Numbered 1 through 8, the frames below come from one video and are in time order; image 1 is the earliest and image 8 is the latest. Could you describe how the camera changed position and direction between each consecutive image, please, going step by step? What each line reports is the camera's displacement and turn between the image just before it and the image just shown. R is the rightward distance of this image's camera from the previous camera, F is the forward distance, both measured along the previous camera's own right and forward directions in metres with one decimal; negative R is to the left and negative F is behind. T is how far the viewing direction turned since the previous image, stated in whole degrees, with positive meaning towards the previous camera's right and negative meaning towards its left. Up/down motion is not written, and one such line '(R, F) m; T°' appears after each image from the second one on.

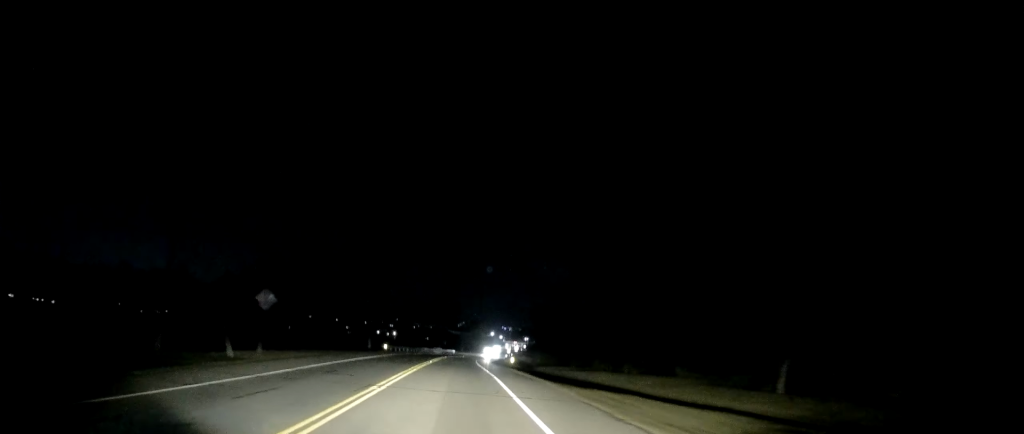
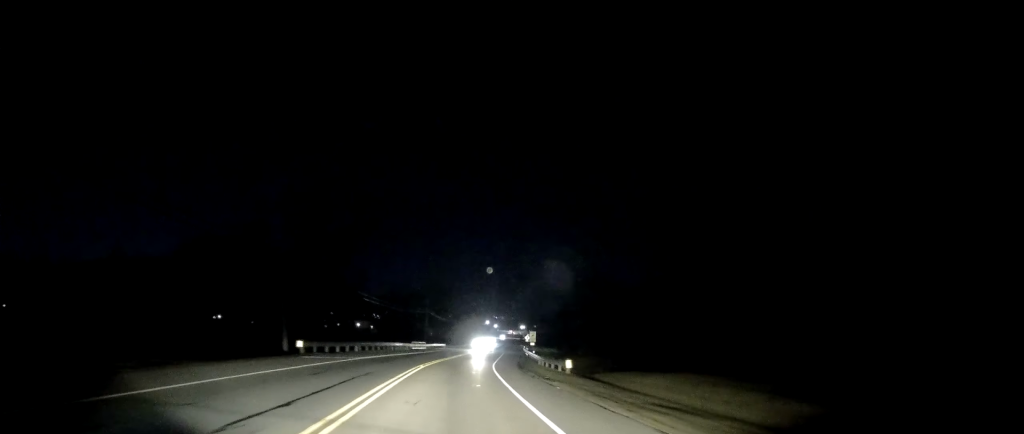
(-1.1, +38.1) m; -1°
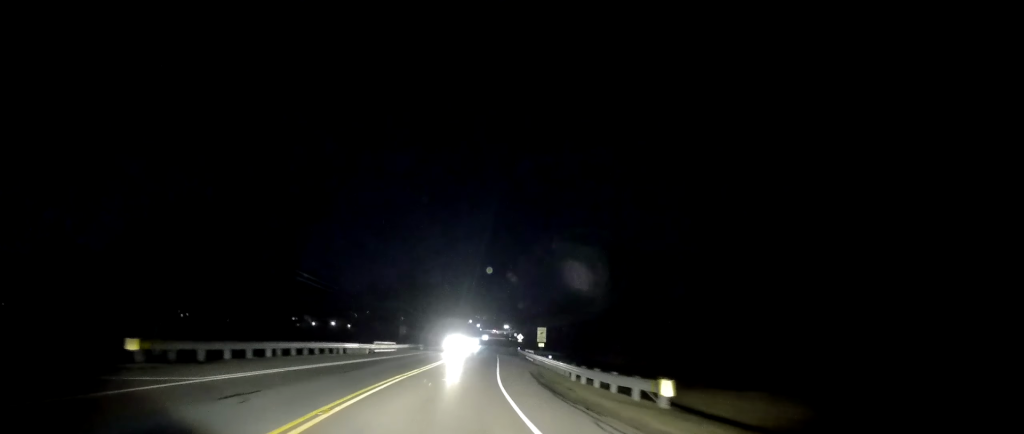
(-0.2, +17.7) m; +2°
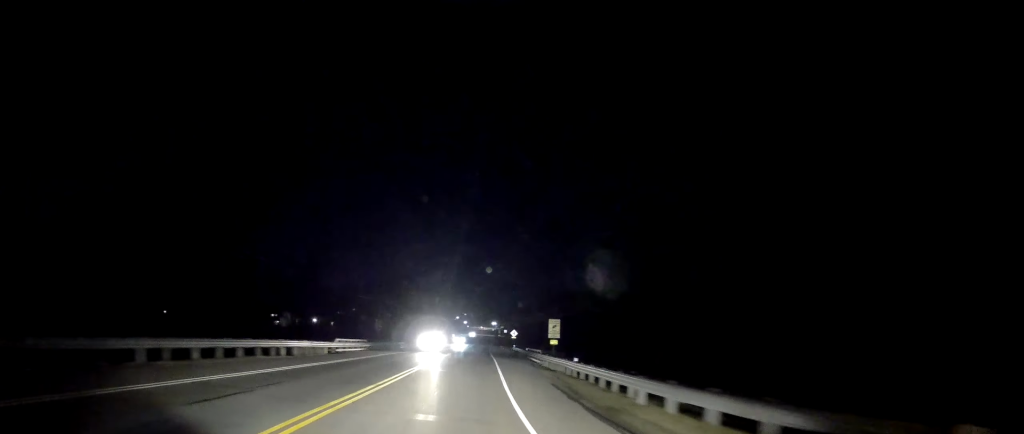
(+0.2, +10.8) m; +1°
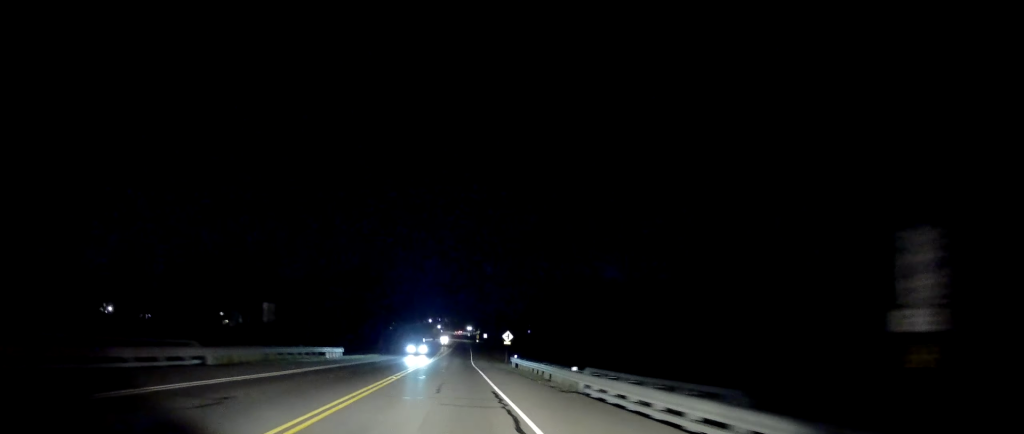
(+1.0, +28.2) m; +1°
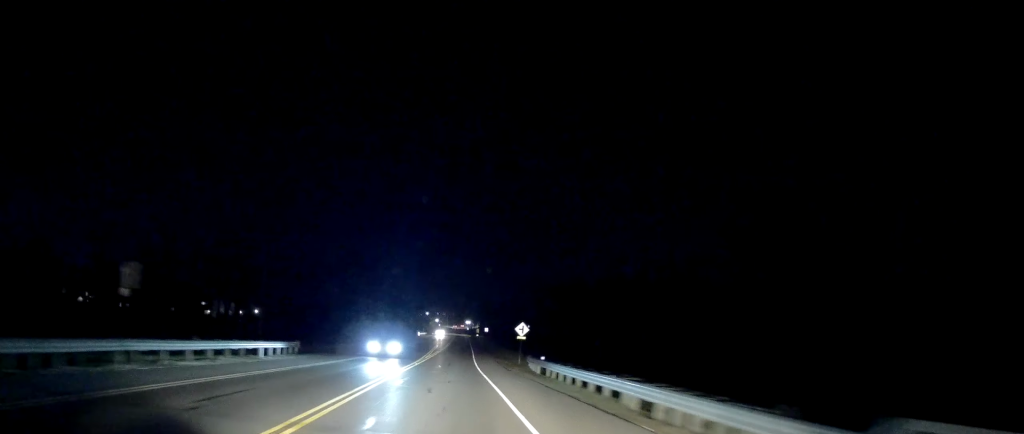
(-0.1, +14.8) m; 0°
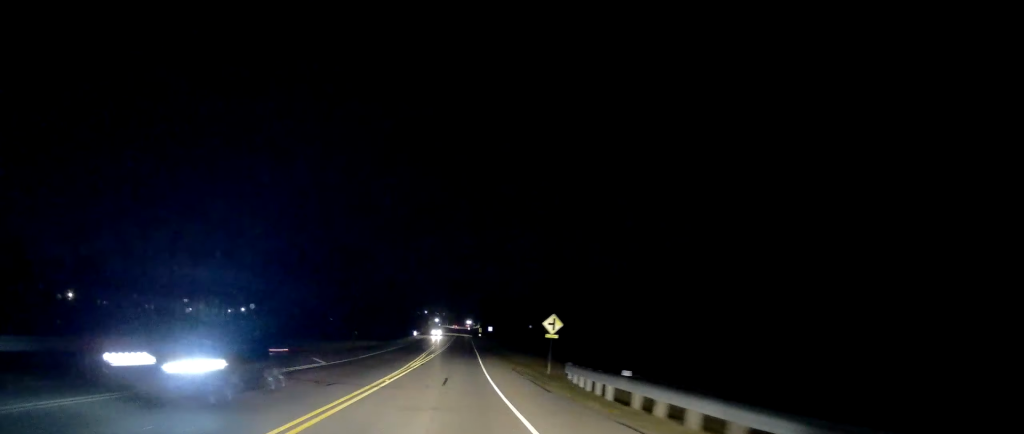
(-0.1, +14.1) m; 0°
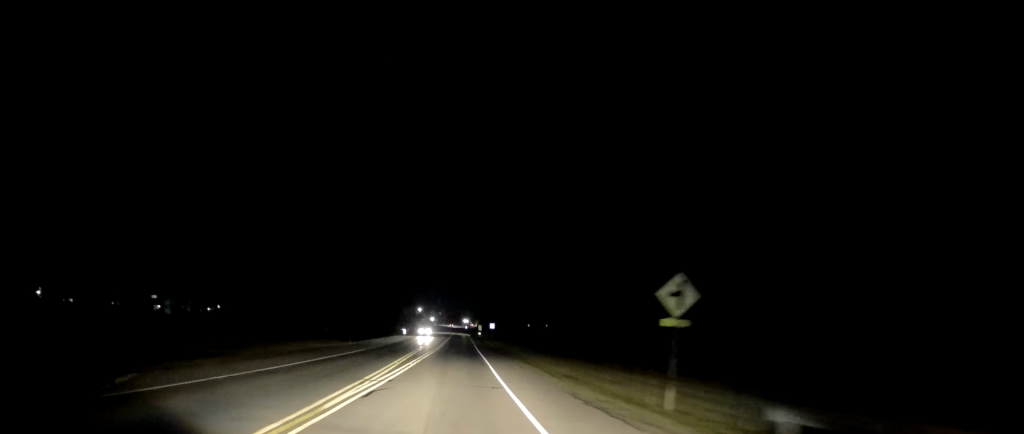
(+0.1, +18.2) m; +2°
